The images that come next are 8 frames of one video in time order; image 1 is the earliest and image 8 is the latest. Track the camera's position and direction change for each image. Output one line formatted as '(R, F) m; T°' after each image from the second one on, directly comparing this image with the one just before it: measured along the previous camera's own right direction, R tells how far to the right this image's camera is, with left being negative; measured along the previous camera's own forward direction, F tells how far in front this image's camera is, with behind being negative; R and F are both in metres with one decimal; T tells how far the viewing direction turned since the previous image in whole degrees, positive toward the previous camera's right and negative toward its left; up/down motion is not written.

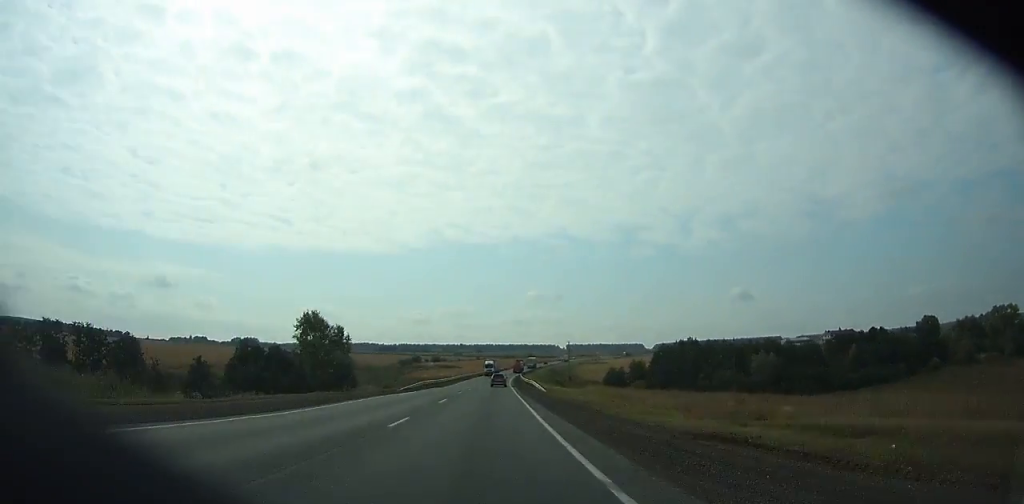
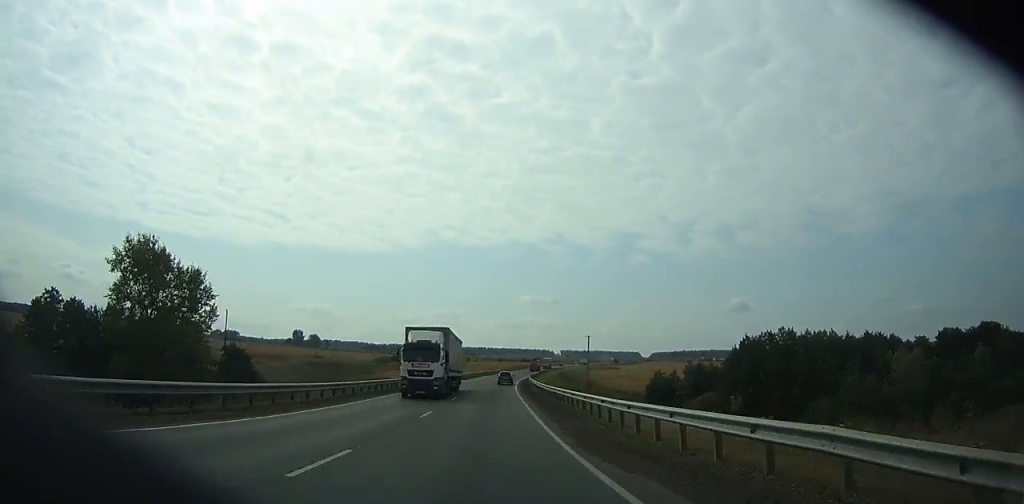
(+0.1, +55.8) m; +1°
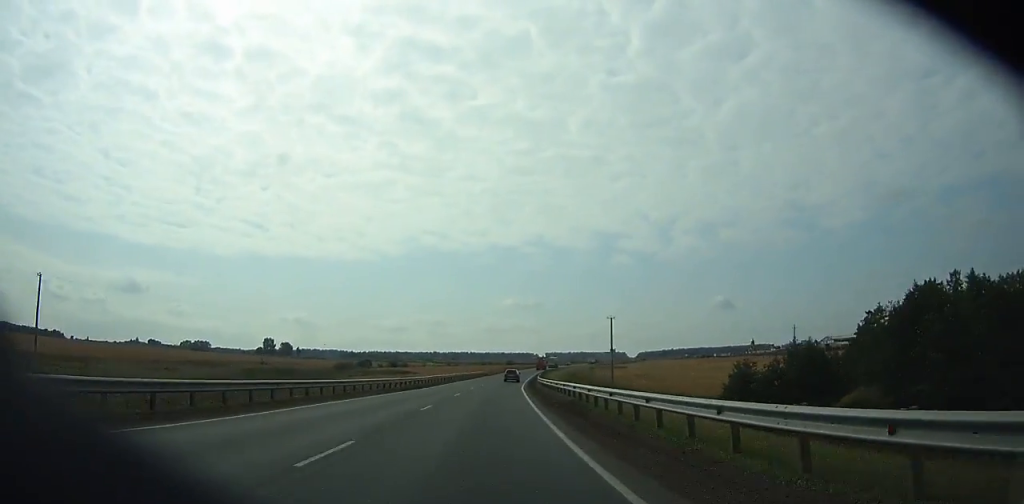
(+0.2, +46.8) m; +1°
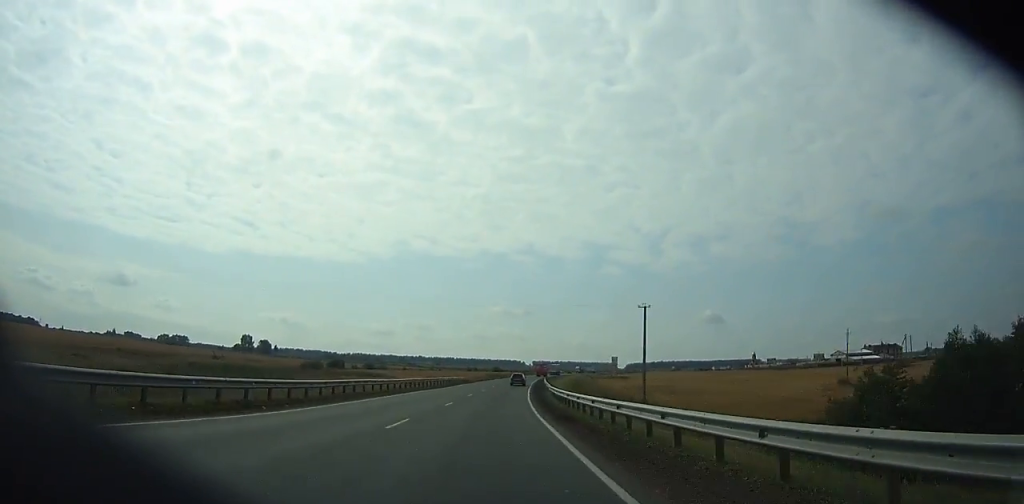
(0.0, +28.9) m; +1°
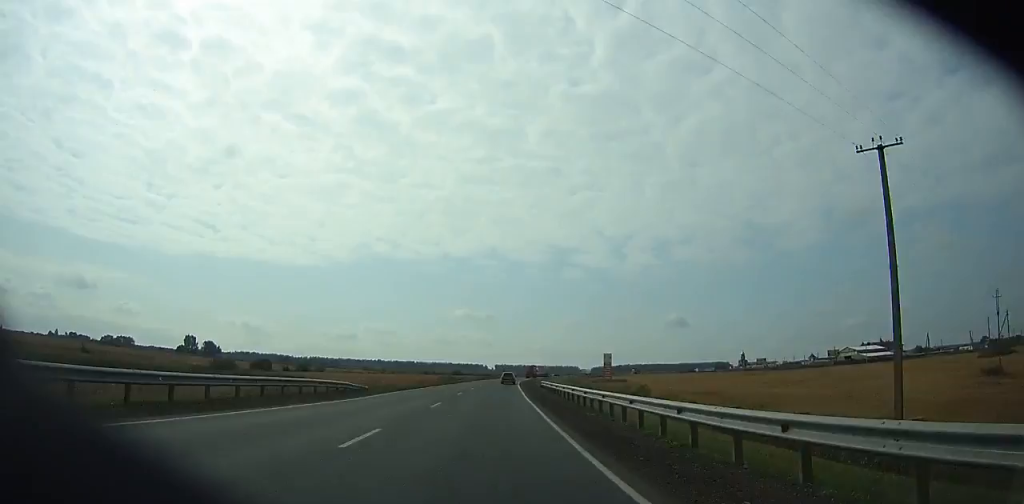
(+1.3, +52.9) m; +3°
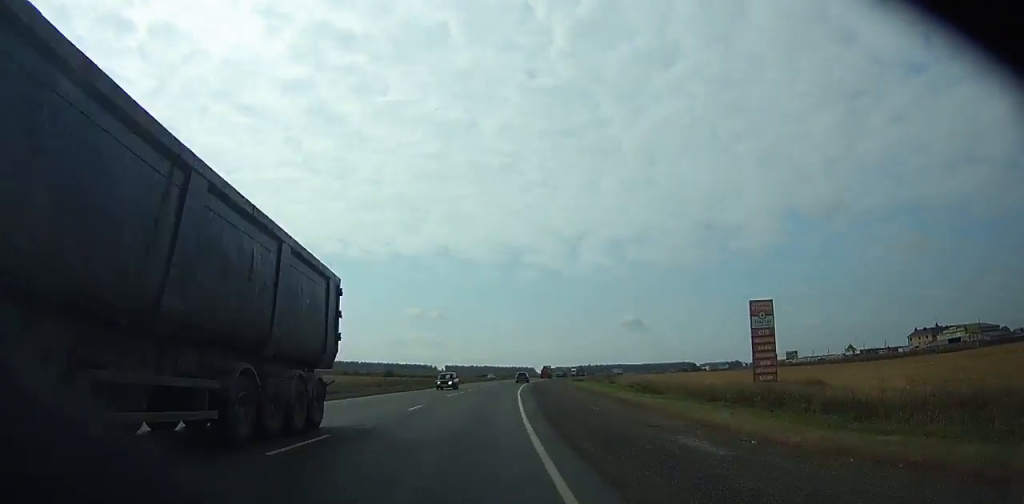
(+6.1, +121.6) m; +5°
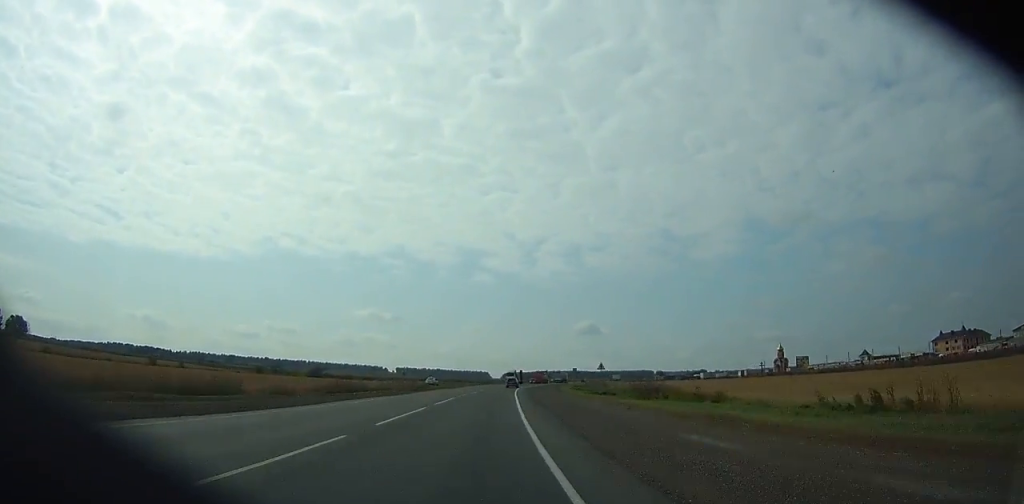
(+1.7, +65.4) m; +4°
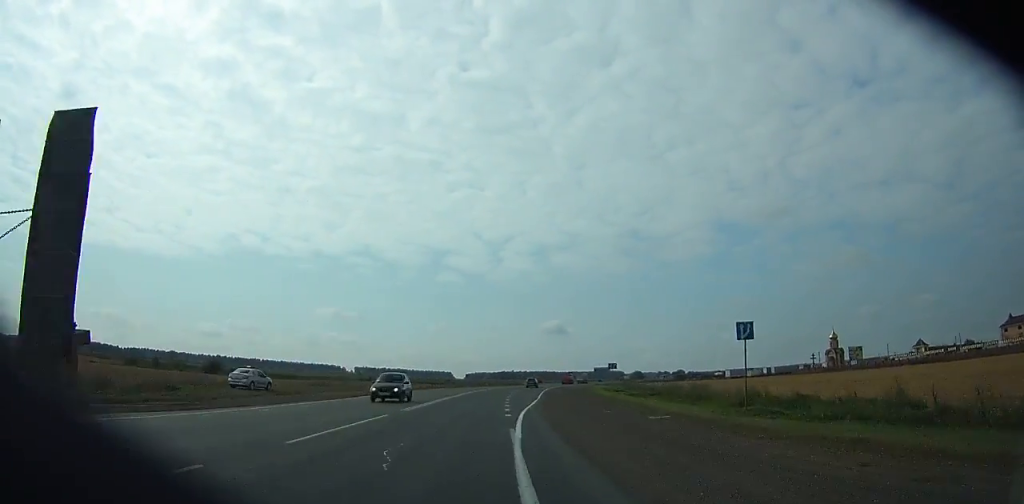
(+3.4, +79.2) m; +5°
